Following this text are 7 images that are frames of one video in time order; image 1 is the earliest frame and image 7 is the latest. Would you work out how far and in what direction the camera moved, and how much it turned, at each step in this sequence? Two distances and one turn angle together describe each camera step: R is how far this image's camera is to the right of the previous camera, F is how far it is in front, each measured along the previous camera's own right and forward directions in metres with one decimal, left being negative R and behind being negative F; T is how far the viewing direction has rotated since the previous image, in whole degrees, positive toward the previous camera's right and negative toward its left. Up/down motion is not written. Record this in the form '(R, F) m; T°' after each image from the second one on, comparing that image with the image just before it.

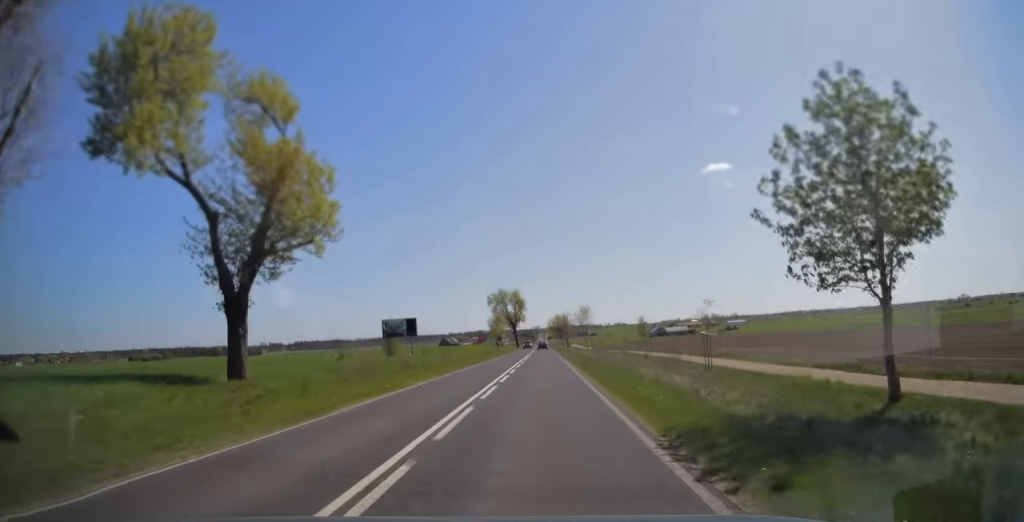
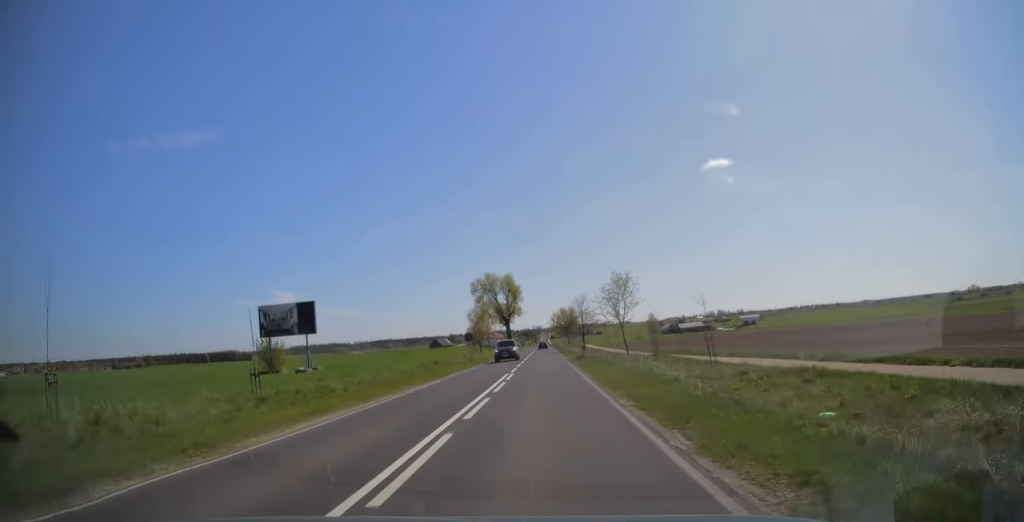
(-0.1, +39.3) m; 0°
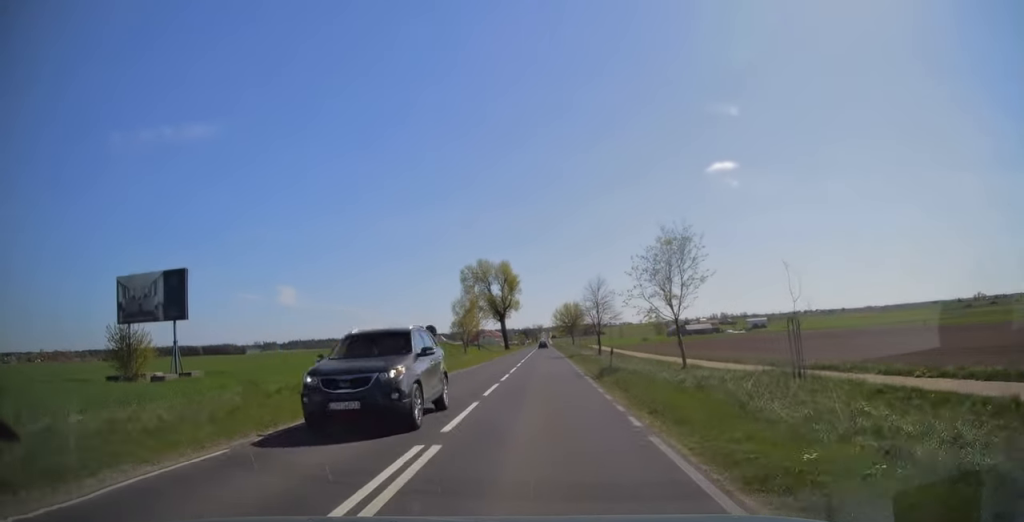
(0.0, +18.6) m; 0°
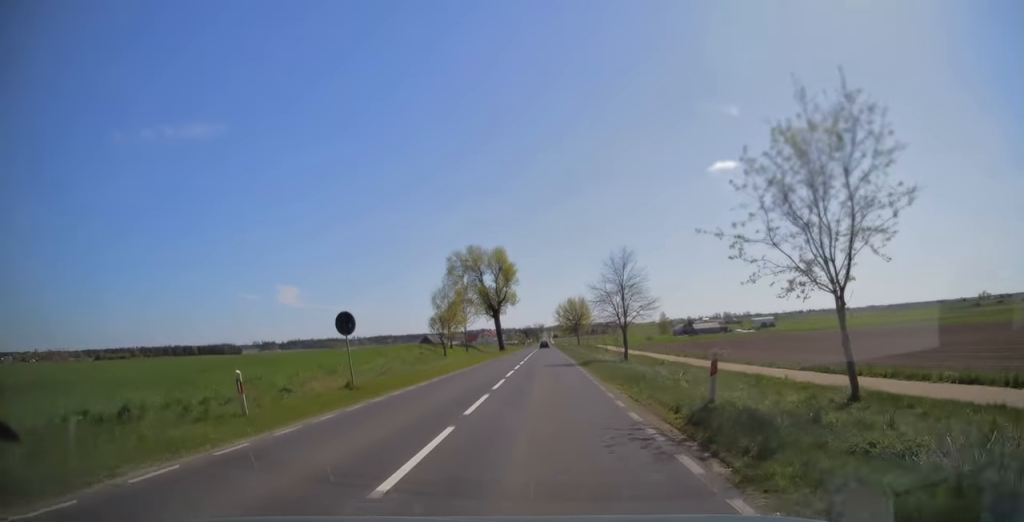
(0.0, +15.6) m; 0°
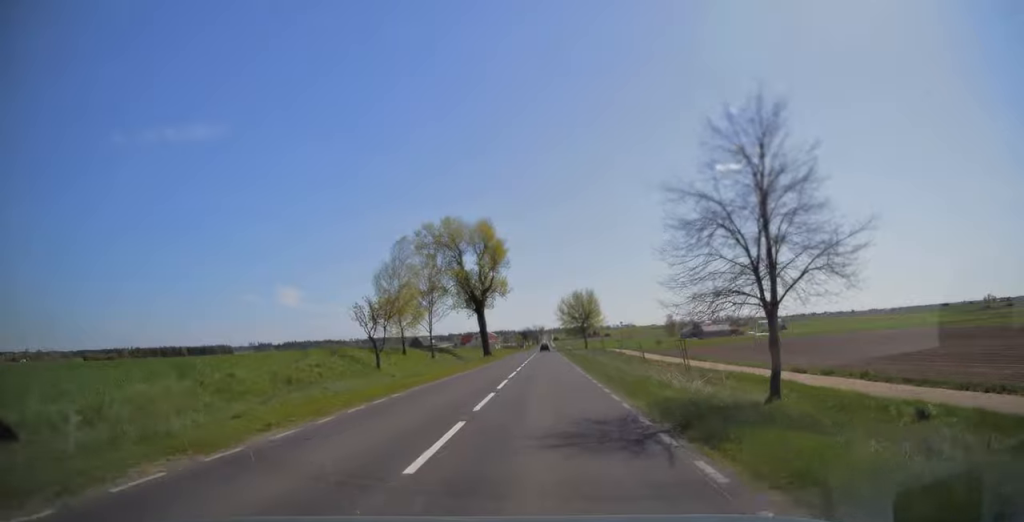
(-0.1, +22.8) m; 0°
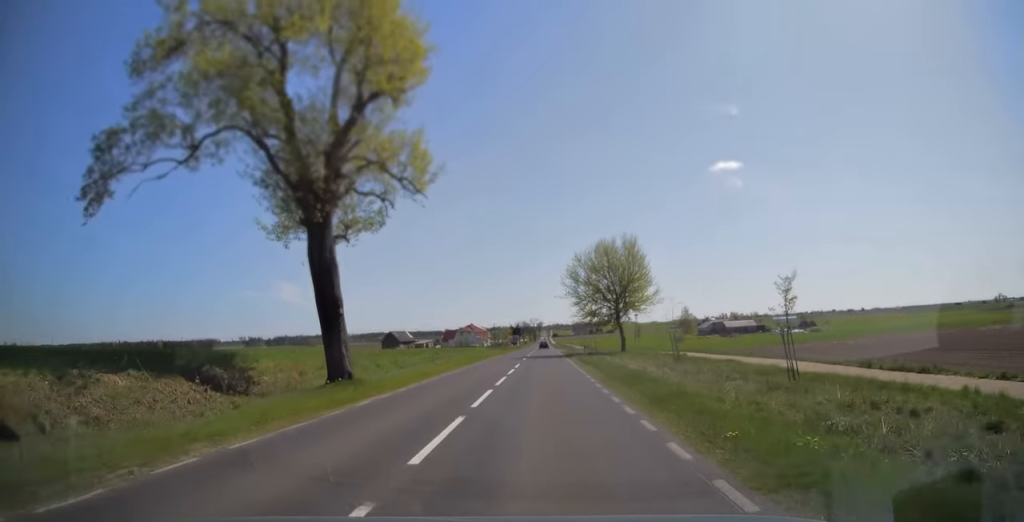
(+0.1, +47.9) m; 0°
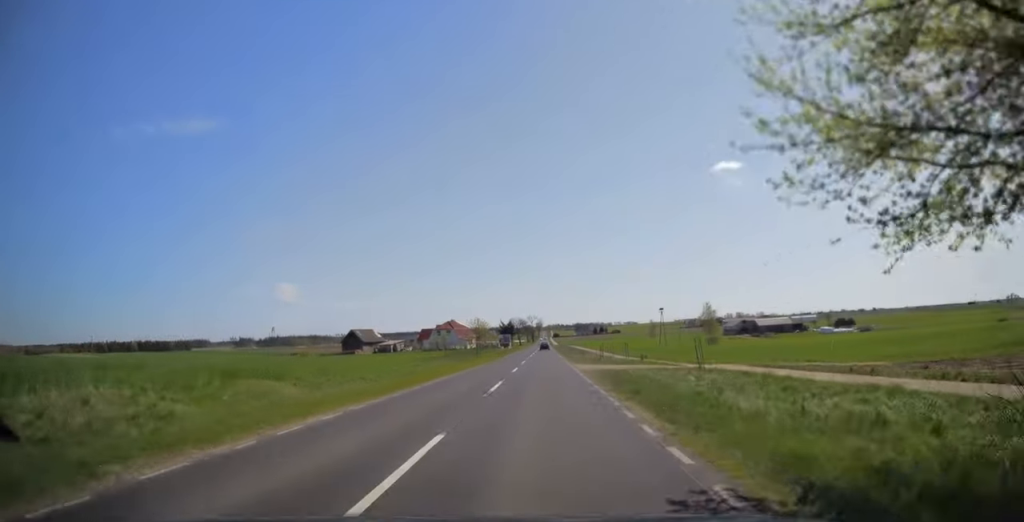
(+0.1, +48.9) m; 0°
